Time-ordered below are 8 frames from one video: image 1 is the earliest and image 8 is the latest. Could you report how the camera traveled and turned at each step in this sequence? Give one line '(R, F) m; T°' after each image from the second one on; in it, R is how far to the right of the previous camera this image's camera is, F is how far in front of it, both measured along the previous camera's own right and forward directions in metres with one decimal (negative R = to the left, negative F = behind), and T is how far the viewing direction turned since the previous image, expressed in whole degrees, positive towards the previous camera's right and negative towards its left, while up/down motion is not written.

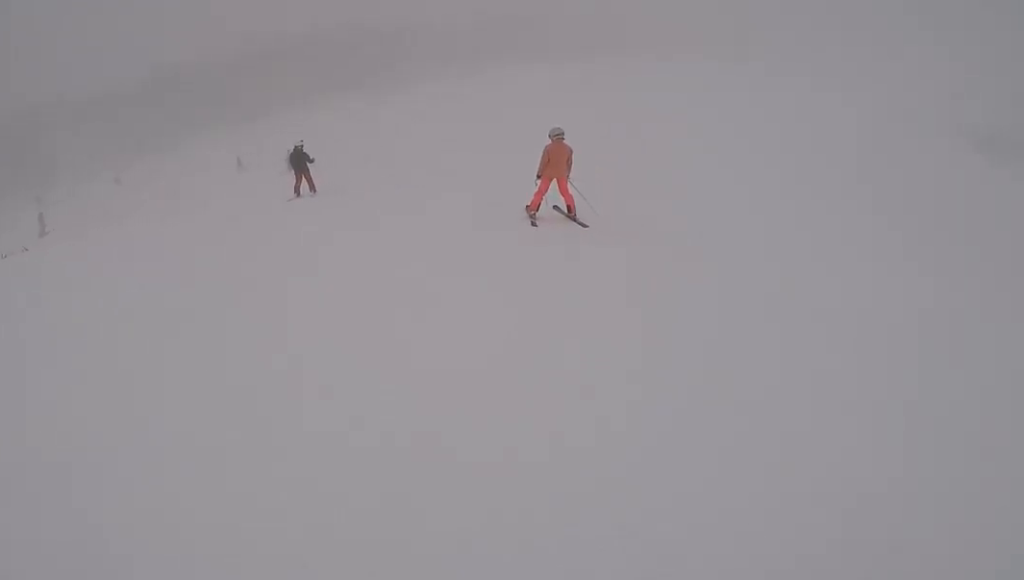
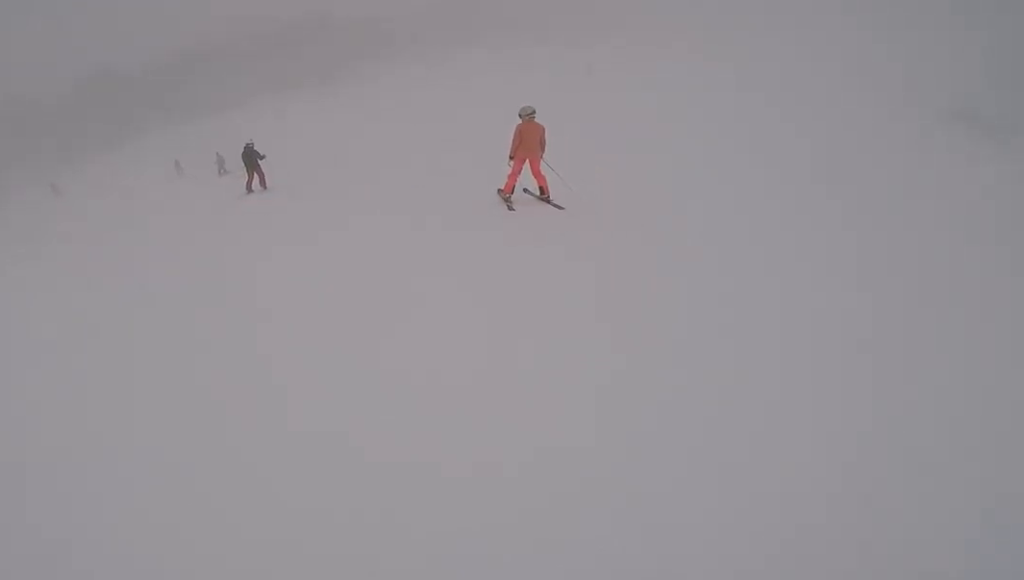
(-0.1, +2.1) m; -1°
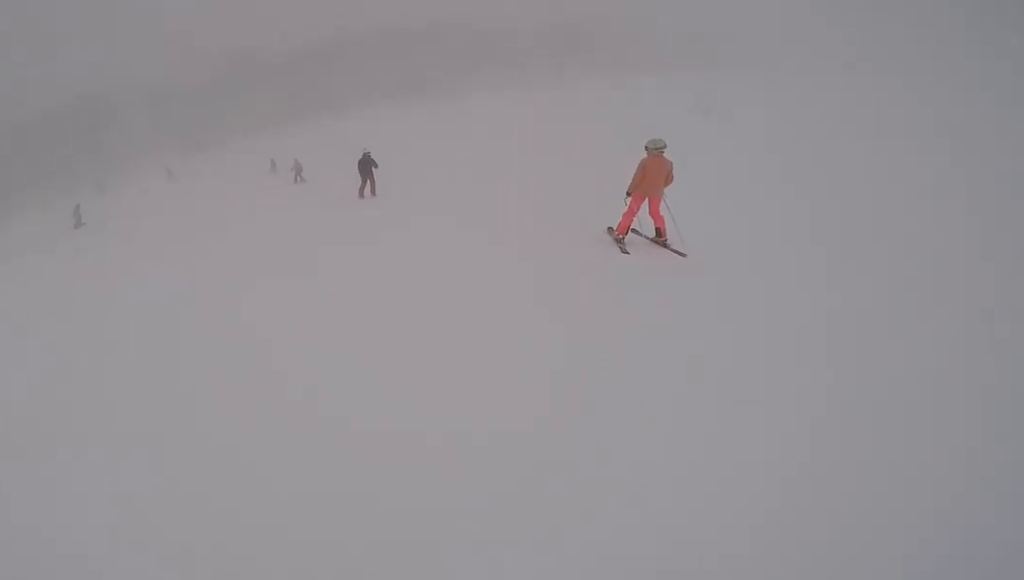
(-0.4, +3.2) m; -2°
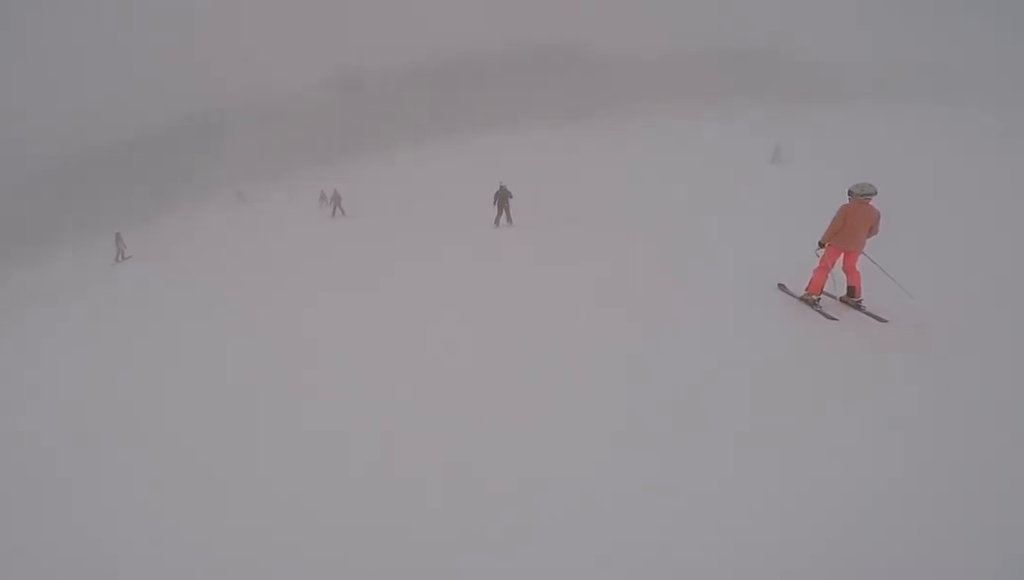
(-0.5, +7.5) m; -13°
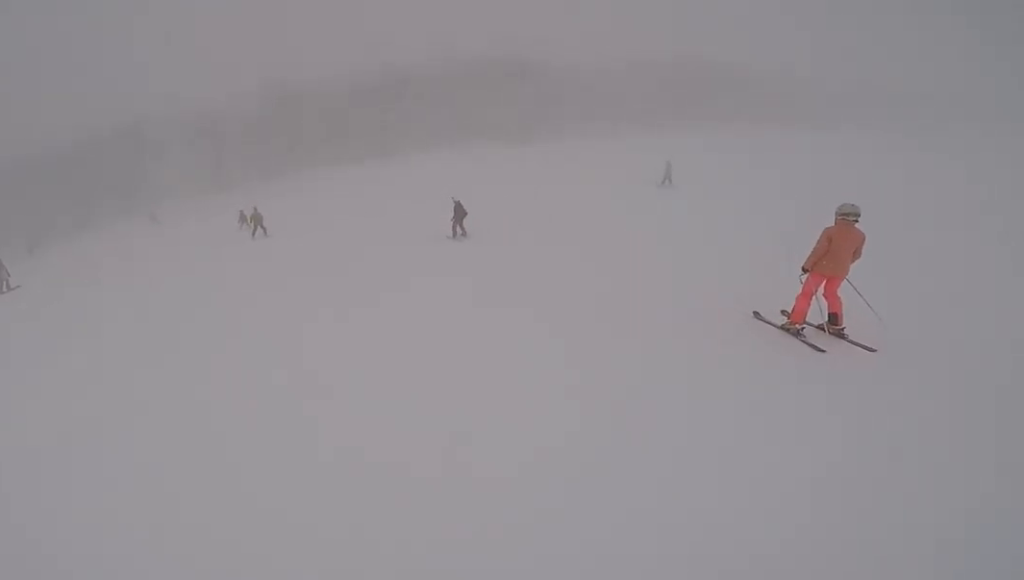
(-0.7, +4.3) m; -3°
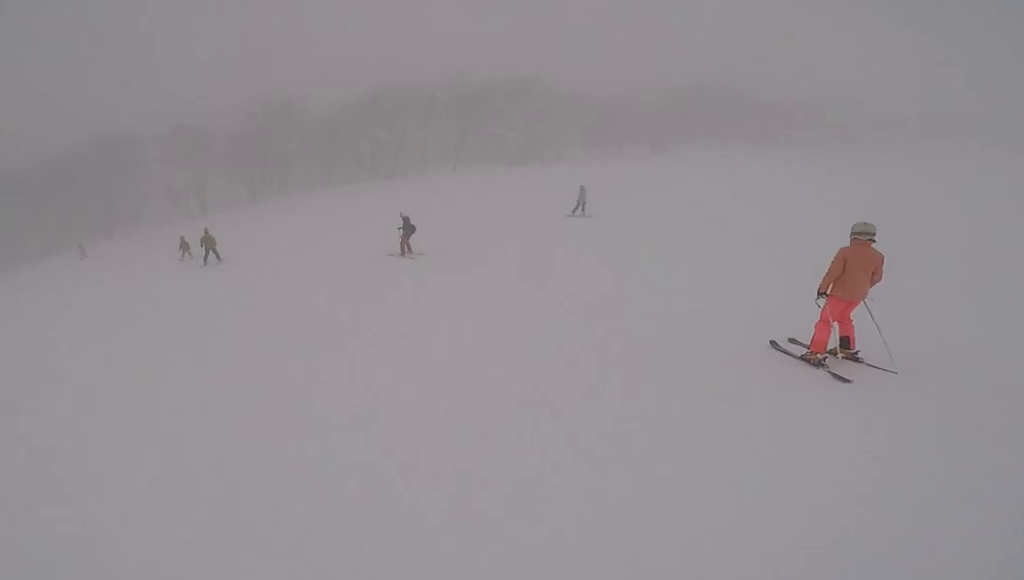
(+0.6, +4.5) m; +7°
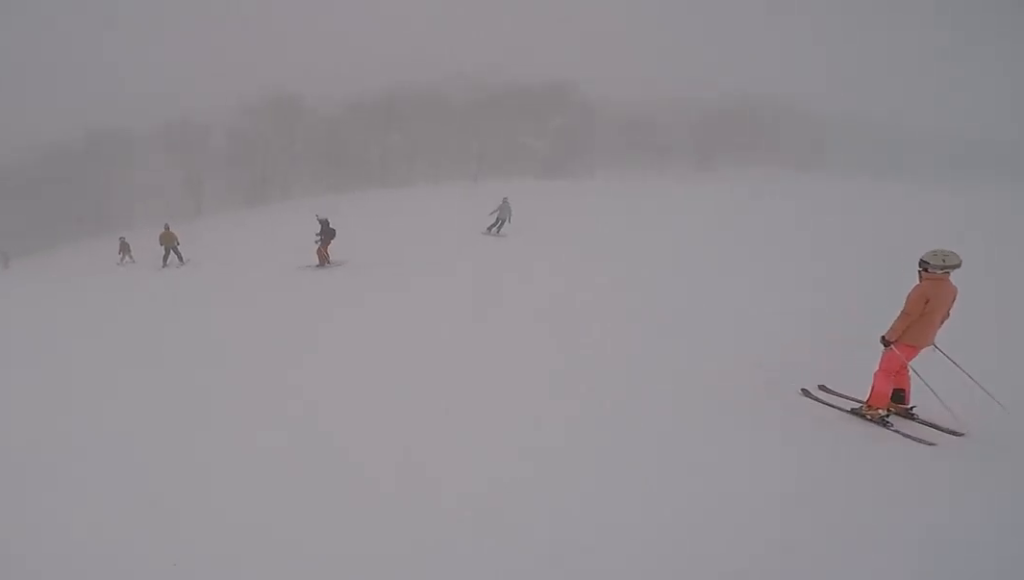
(0.0, +4.5) m; -11°
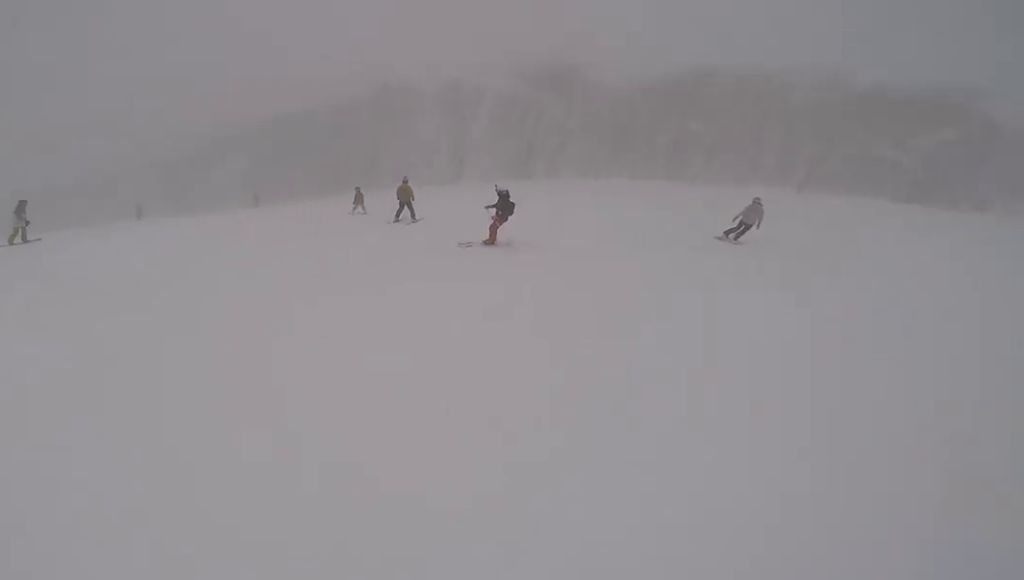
(-0.1, +2.2) m; -10°
